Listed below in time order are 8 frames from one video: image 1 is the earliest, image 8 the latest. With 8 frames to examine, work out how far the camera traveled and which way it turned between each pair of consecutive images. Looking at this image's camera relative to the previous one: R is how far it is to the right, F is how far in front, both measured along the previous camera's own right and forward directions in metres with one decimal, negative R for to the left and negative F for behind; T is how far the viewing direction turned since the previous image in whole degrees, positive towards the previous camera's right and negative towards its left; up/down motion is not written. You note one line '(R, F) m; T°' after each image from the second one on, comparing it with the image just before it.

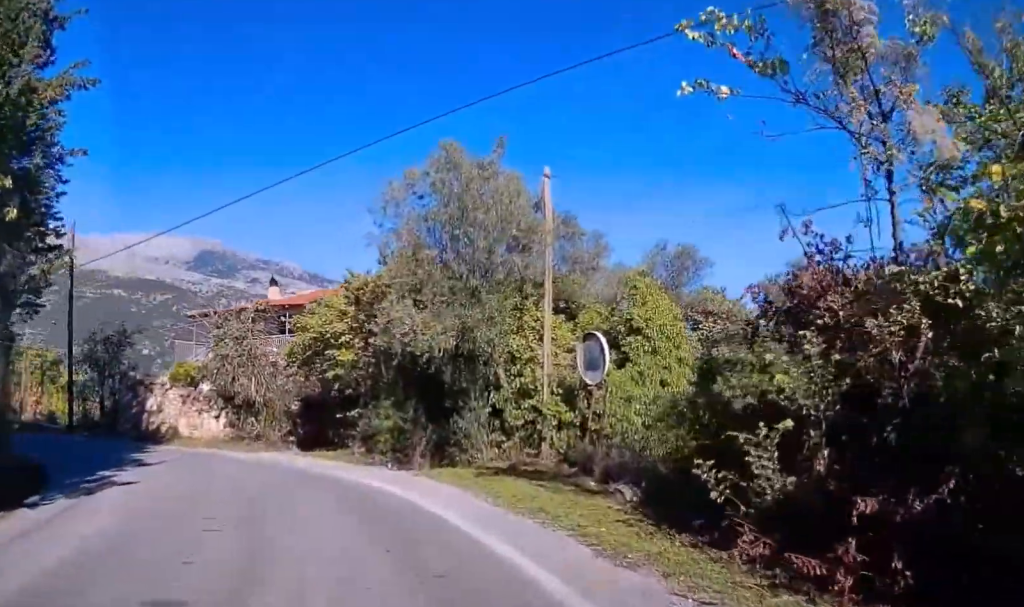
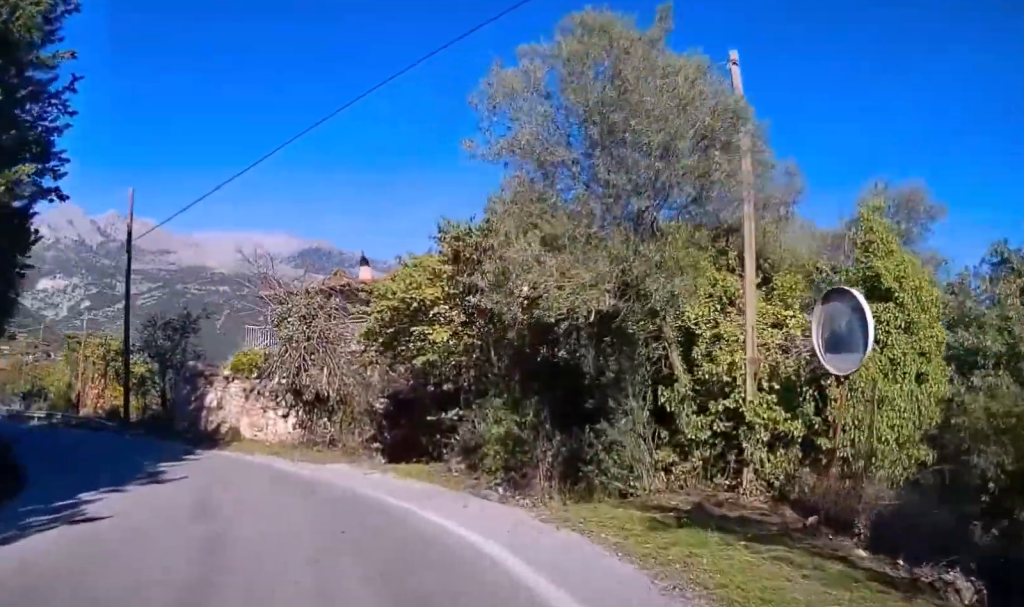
(+0.3, +5.3) m; -7°
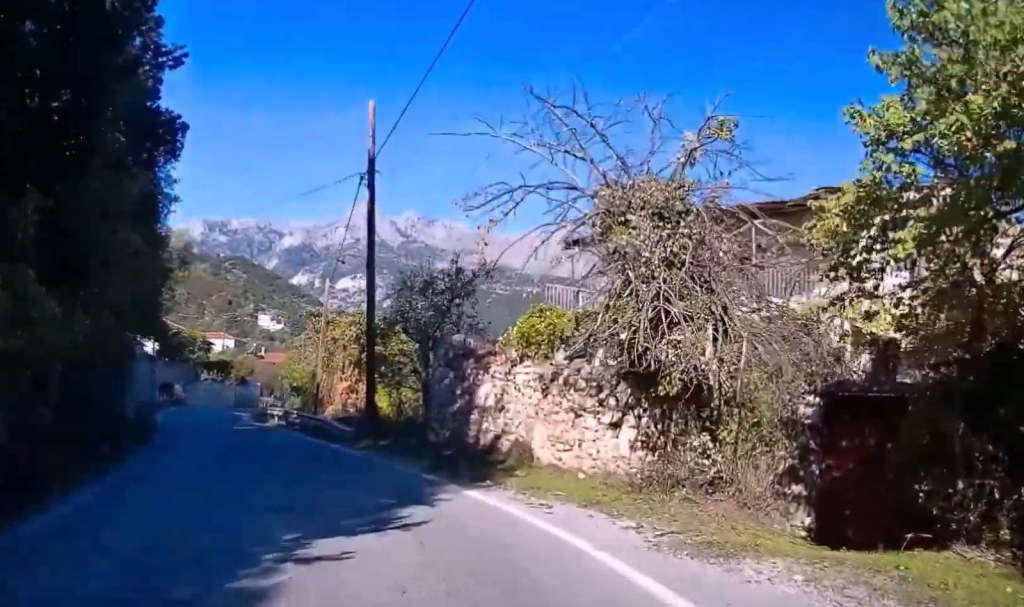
(-2.3, +10.3) m; -21°
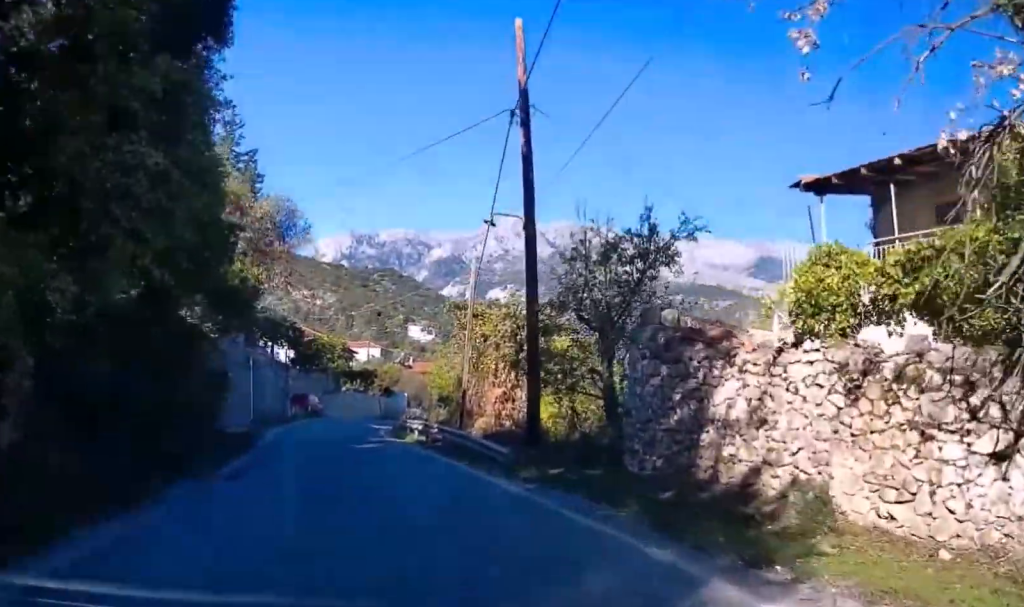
(-0.5, +6.4) m; -9°
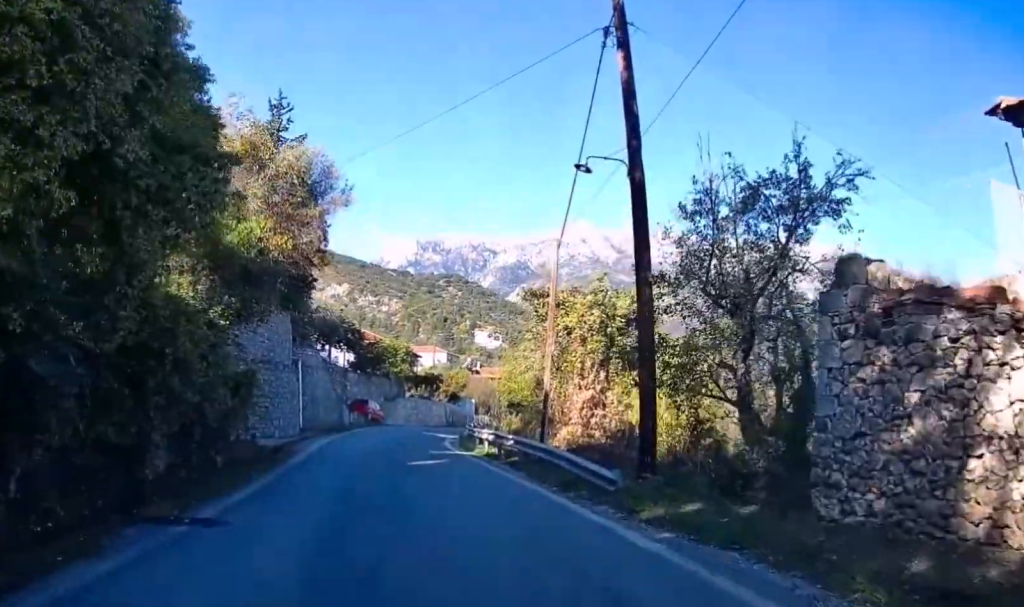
(-0.3, +4.5) m; -4°
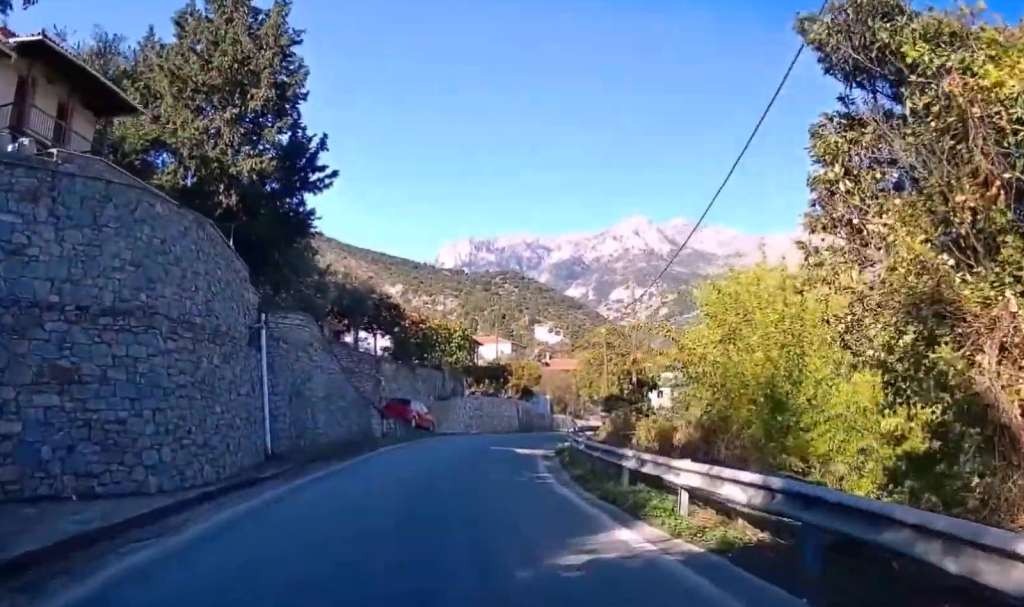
(-1.3, +18.3) m; -4°
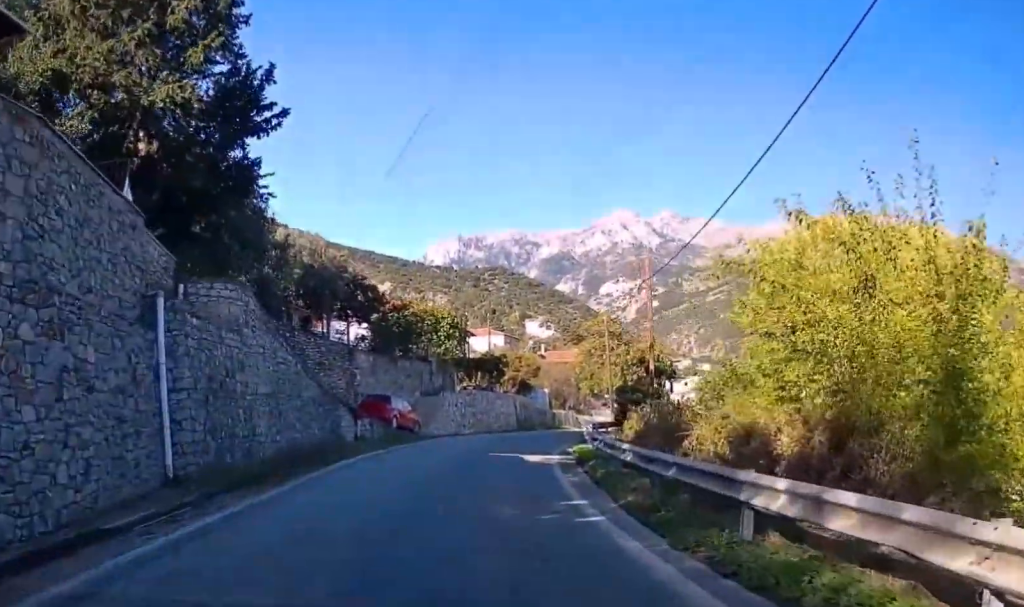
(0.0, +6.8) m; +1°
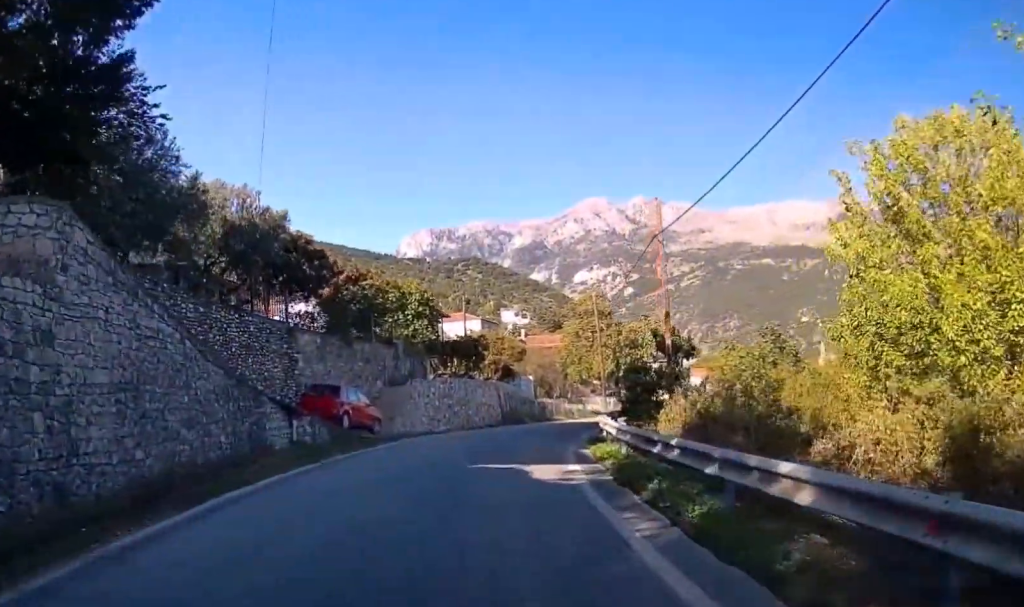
(+0.1, +7.9) m; +1°
